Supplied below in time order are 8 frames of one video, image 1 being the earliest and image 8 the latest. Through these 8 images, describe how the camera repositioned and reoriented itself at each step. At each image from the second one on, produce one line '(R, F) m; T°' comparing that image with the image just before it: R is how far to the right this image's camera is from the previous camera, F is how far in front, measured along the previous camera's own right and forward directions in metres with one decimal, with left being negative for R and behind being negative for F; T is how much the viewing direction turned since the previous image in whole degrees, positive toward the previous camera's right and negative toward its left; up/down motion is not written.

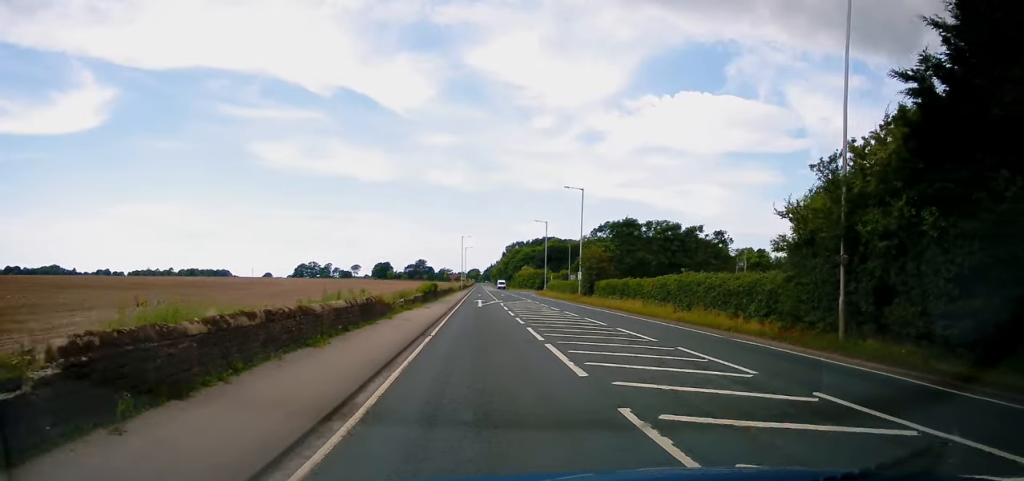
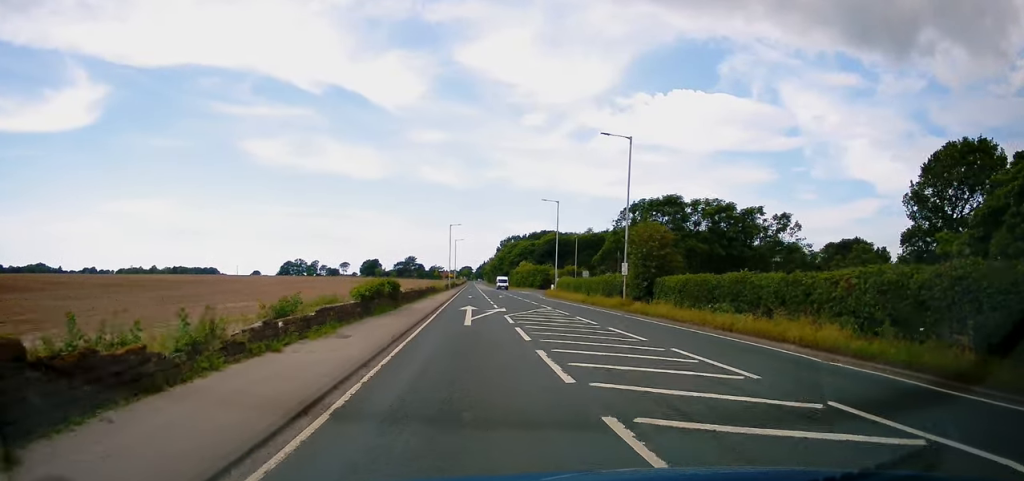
(0.0, +19.2) m; 0°
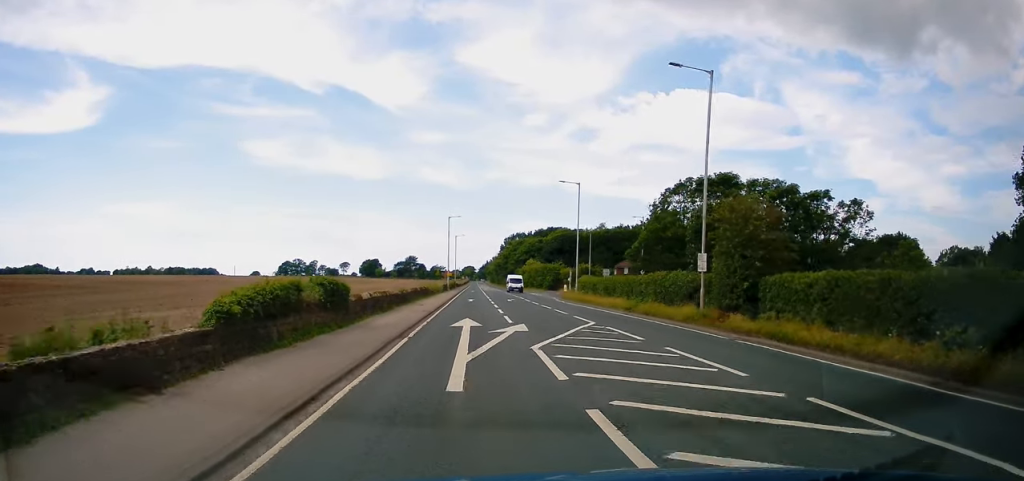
(0.0, +11.9) m; 0°
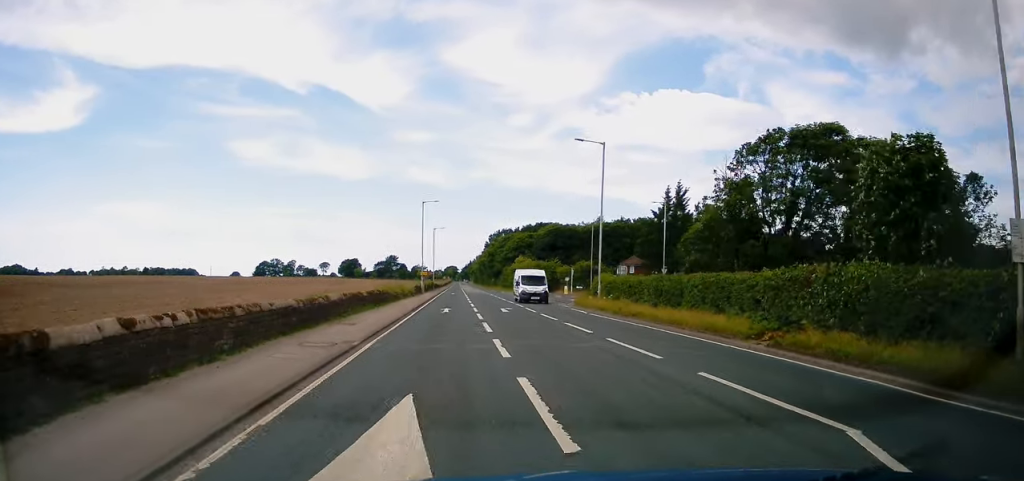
(0.0, +15.9) m; +1°
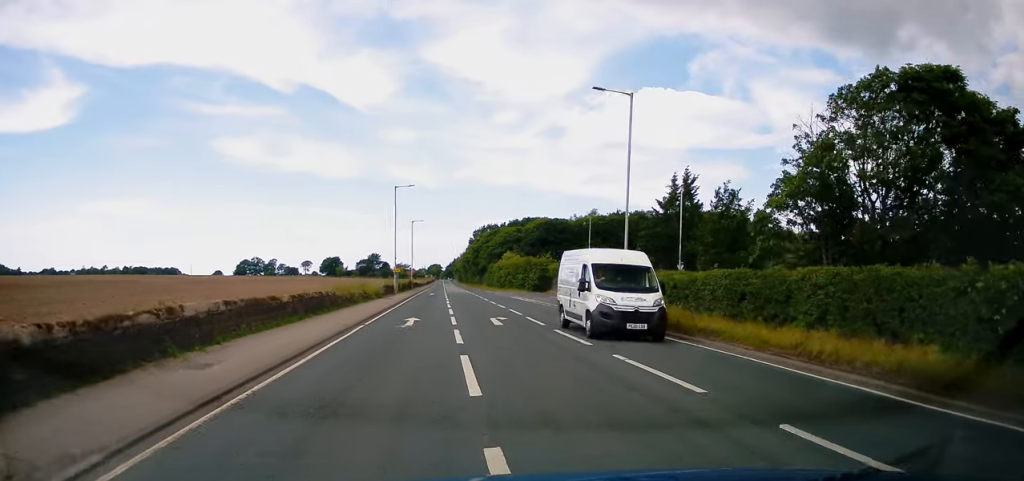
(0.0, +9.8) m; +1°
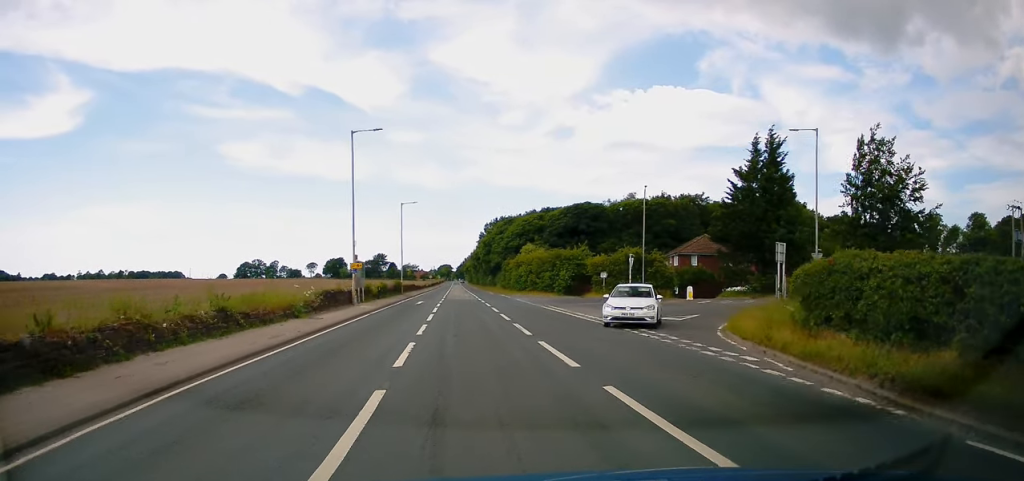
(+0.2, +21.4) m; +1°
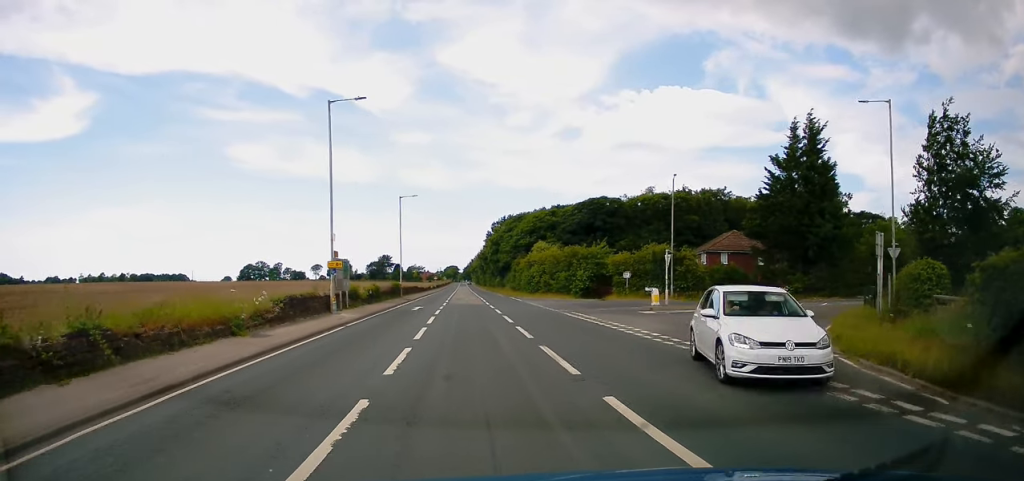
(+0.1, +6.7) m; 0°
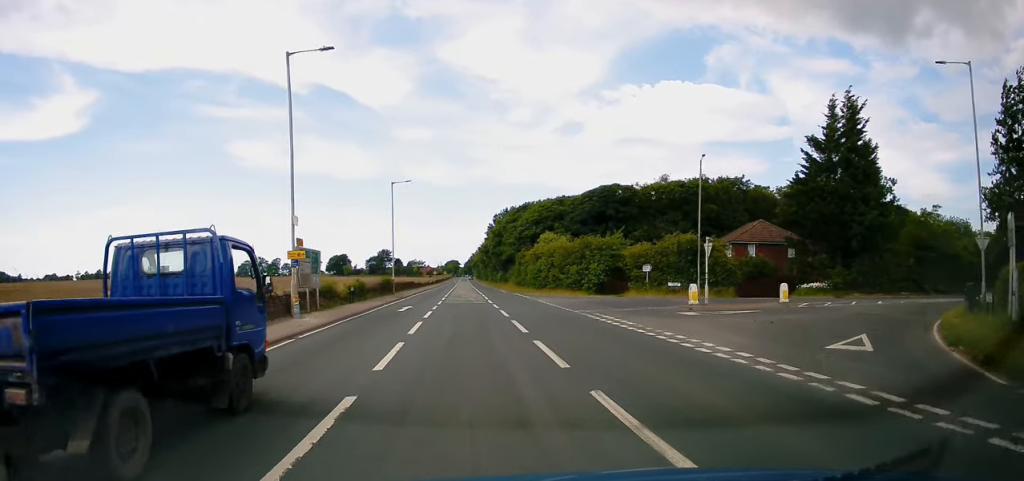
(+0.1, +6.2) m; 0°
